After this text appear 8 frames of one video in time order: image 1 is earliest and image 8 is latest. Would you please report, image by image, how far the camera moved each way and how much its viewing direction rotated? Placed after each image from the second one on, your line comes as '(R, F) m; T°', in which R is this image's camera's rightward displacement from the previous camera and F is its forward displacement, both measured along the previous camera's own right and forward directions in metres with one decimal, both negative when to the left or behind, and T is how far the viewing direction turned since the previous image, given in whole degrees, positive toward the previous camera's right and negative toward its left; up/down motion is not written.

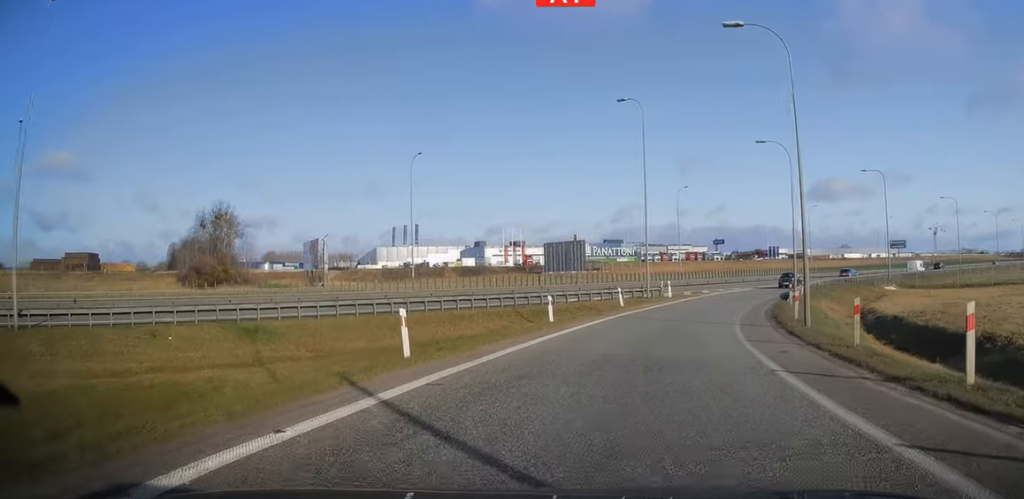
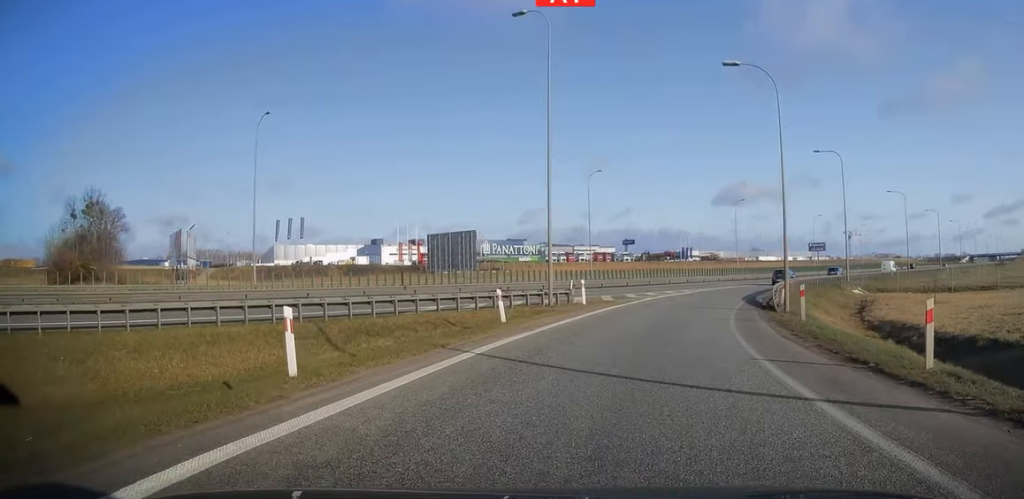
(+0.9, +15.4) m; +9°
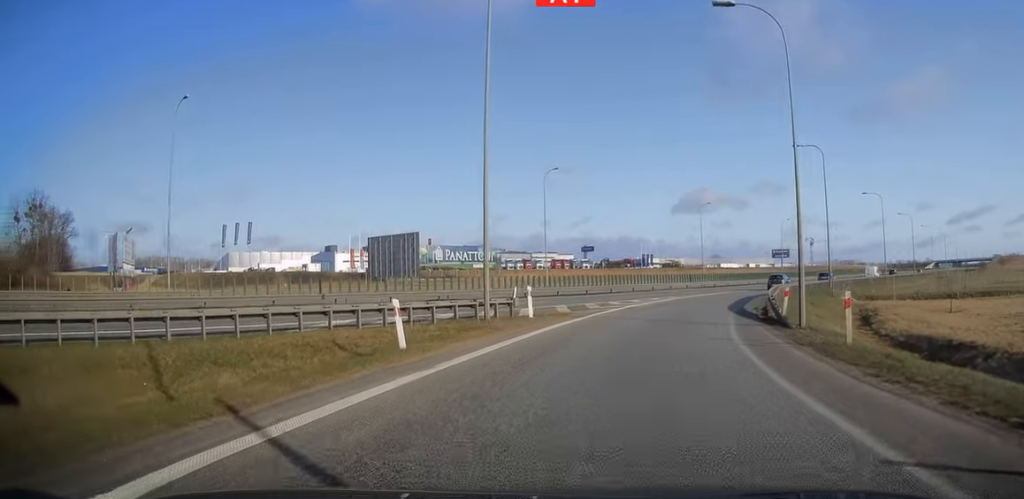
(+0.4, +6.8) m; +4°
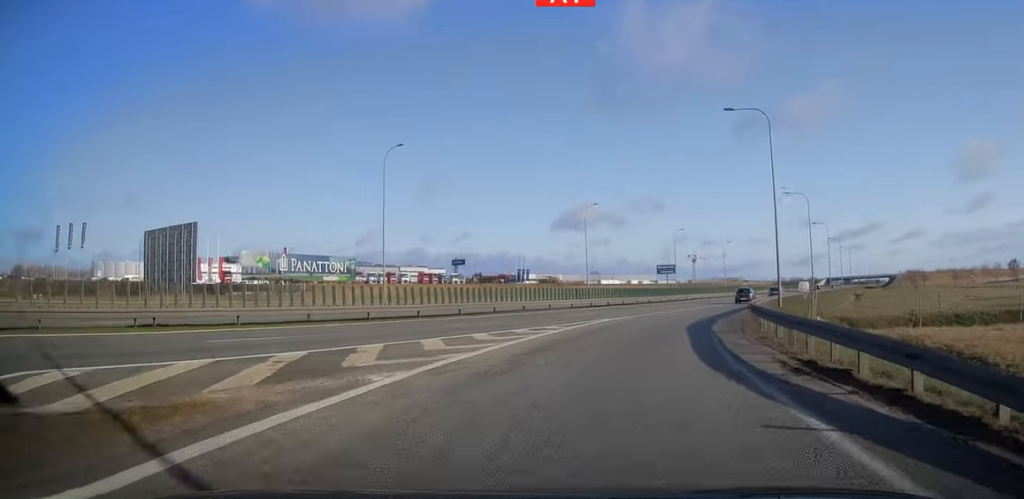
(+1.7, +19.6) m; +10°
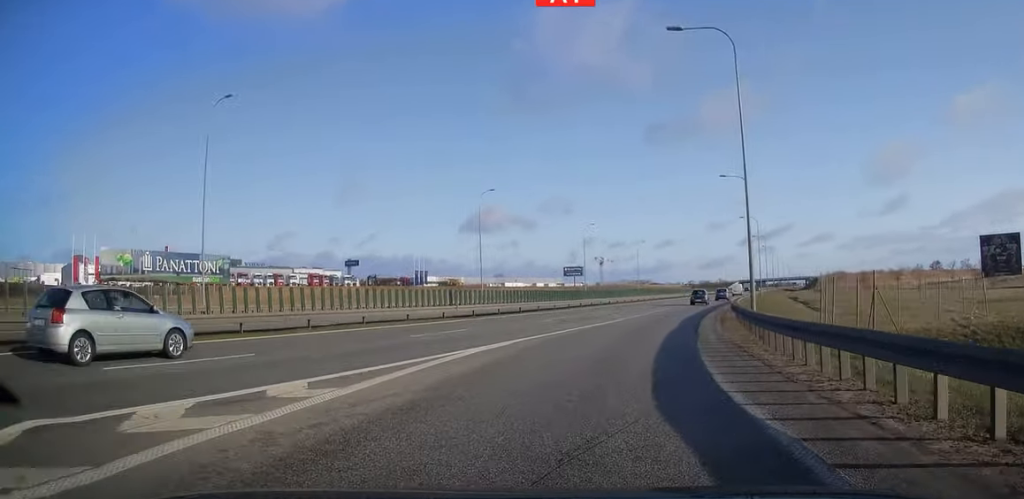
(+1.0, +15.6) m; +7°
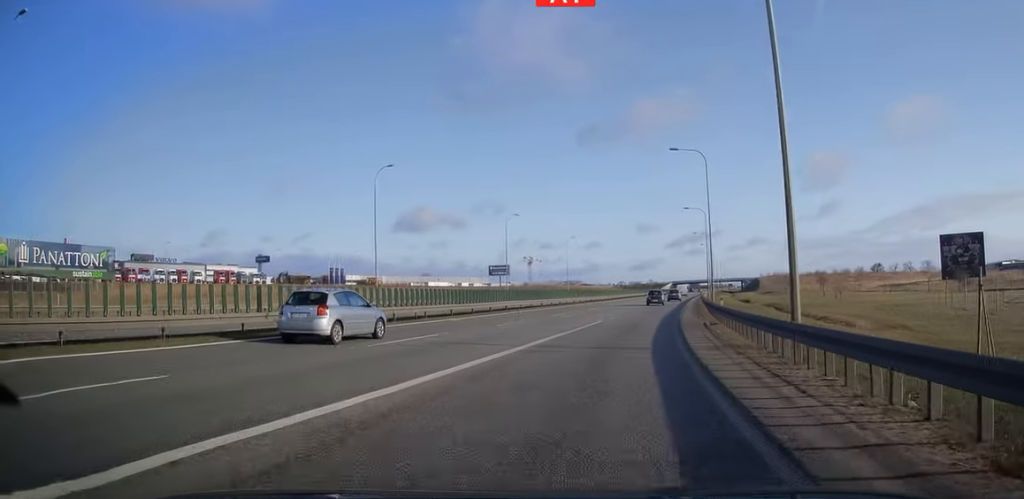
(+0.9, +15.1) m; +6°
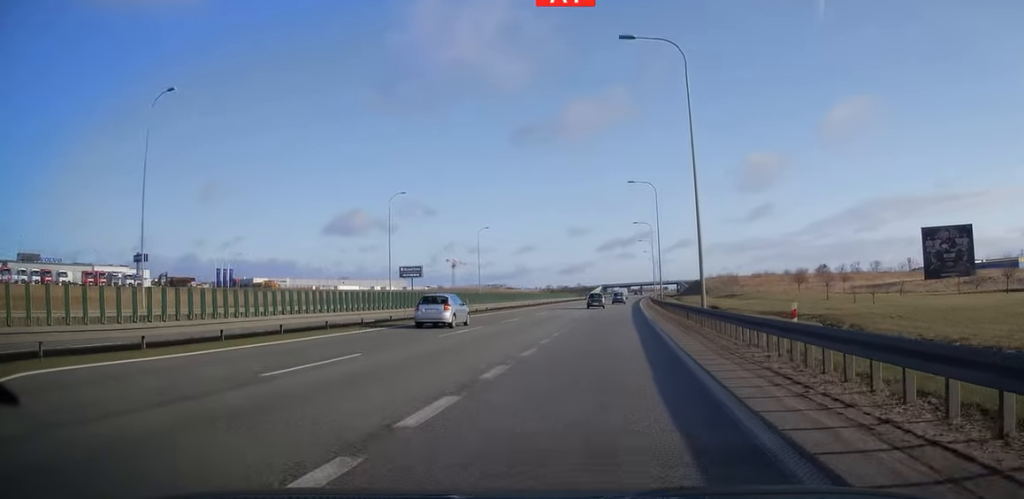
(+2.0, +27.6) m; +7°
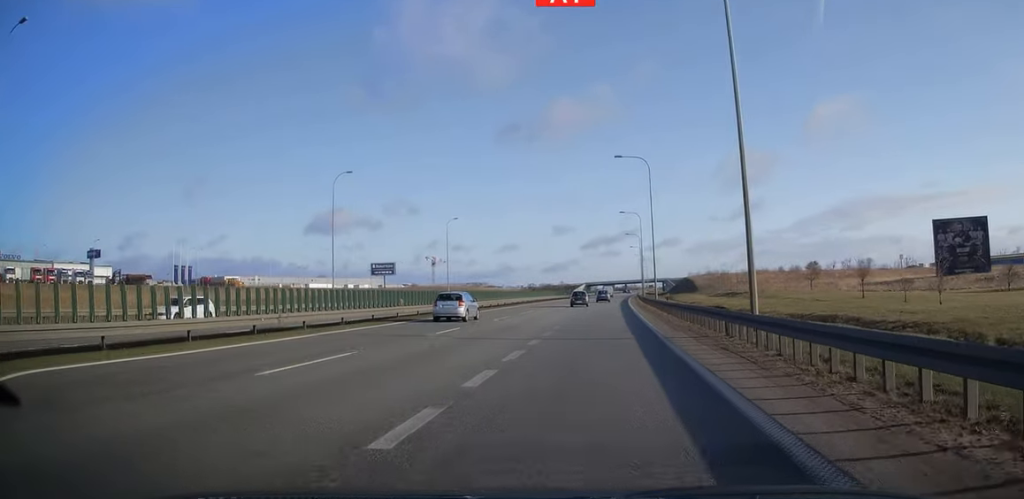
(+0.3, +13.2) m; +2°
